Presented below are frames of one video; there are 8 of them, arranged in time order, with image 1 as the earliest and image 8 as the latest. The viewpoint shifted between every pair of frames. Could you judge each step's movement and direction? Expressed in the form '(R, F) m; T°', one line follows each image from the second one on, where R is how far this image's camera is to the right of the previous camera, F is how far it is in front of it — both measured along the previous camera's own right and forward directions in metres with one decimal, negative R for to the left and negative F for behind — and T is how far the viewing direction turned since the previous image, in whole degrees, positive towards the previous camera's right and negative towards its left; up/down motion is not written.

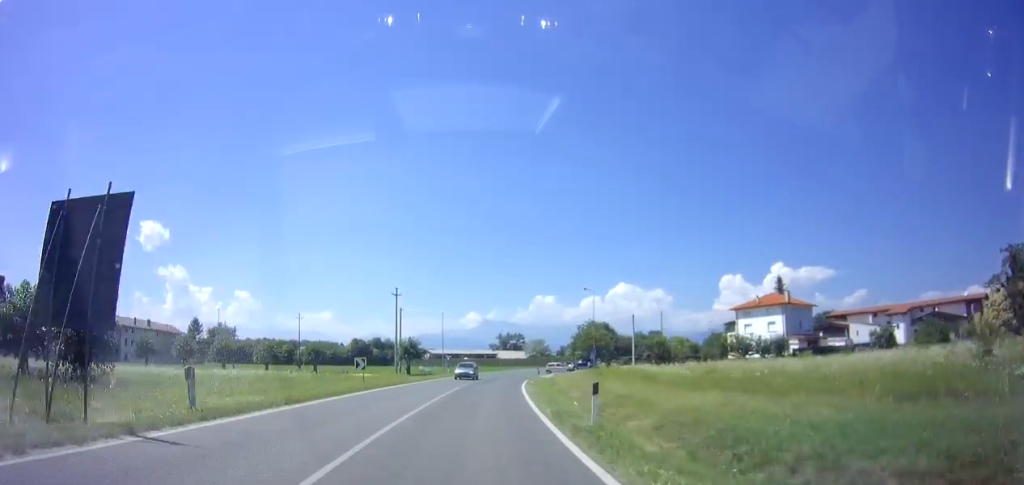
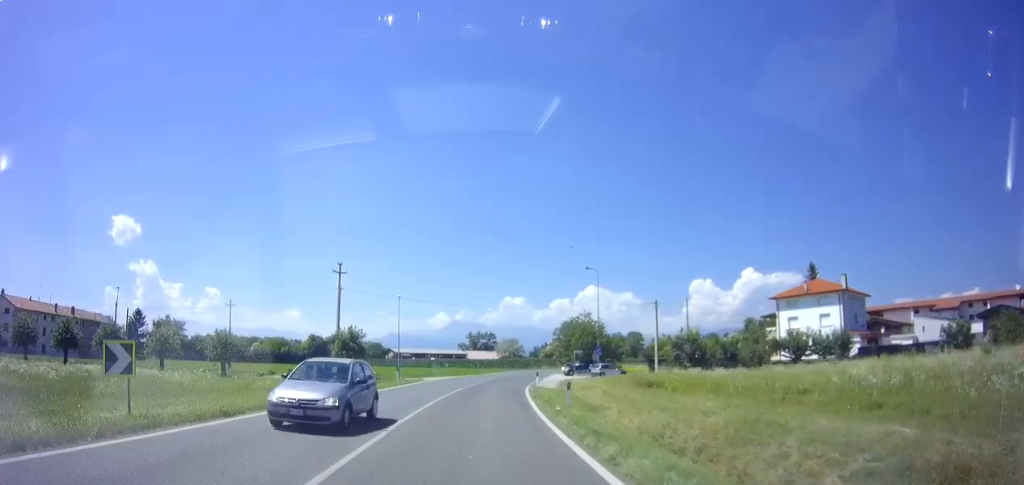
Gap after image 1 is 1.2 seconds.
(+0.7, +19.1) m; +3°
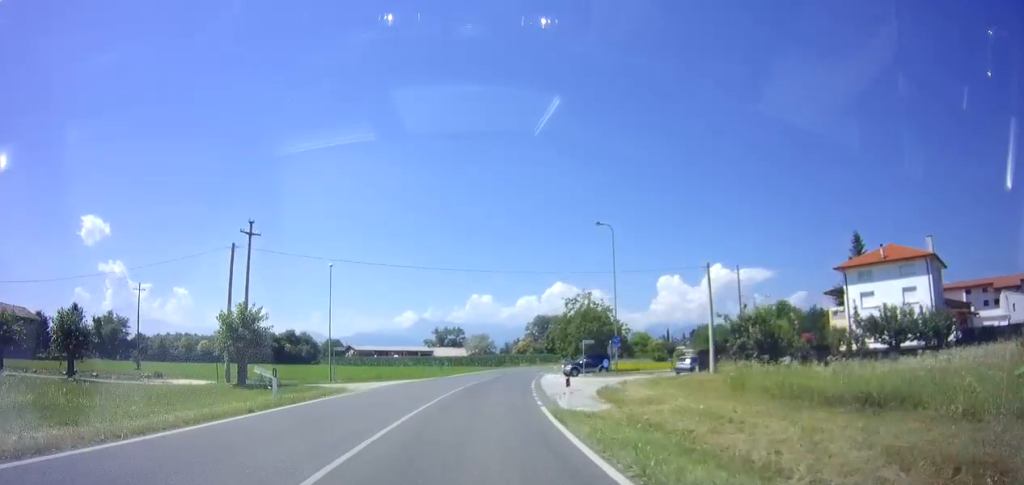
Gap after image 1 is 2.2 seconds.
(+0.3, +17.7) m; +3°
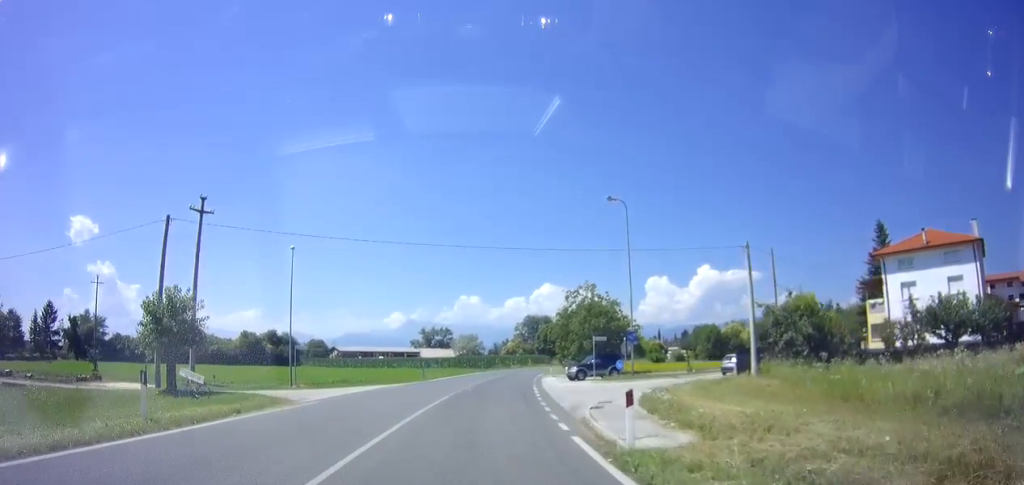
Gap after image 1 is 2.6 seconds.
(-0.1, +6.7) m; +1°
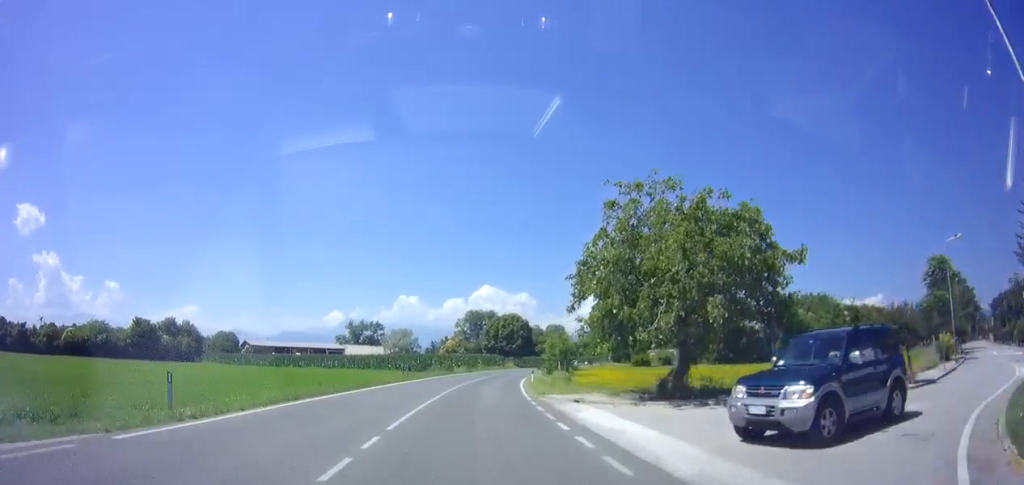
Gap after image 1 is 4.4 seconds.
(+1.9, +29.6) m; +6°
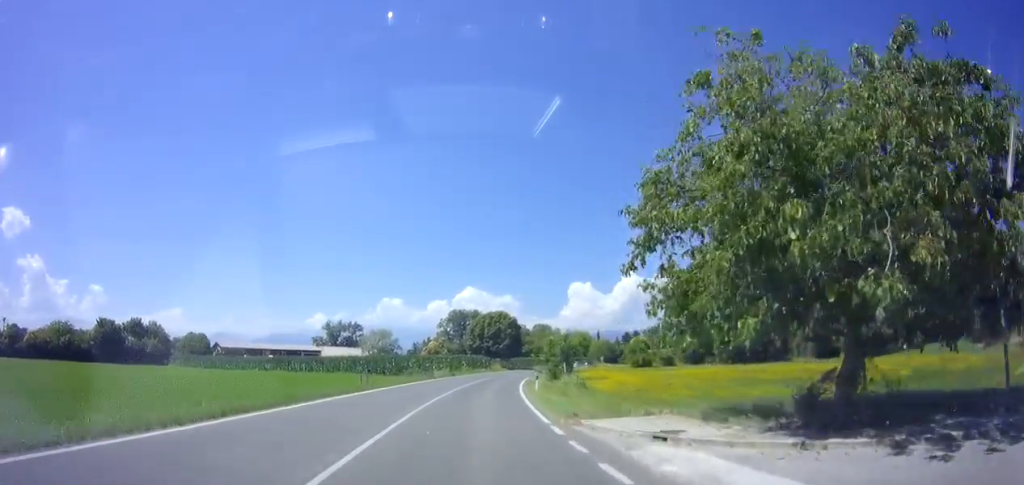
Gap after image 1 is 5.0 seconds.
(+0.2, +10.1) m; +2°
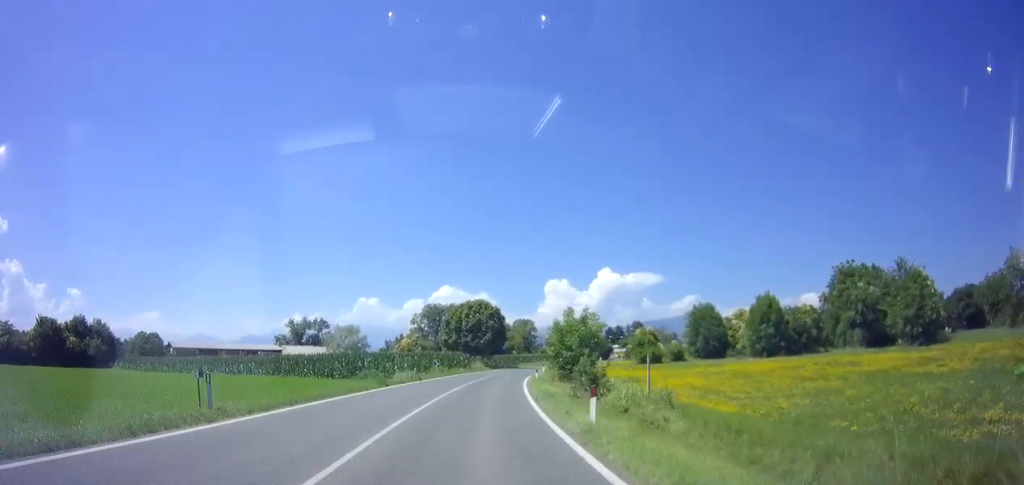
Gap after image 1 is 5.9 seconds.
(+0.4, +15.2) m; +3°
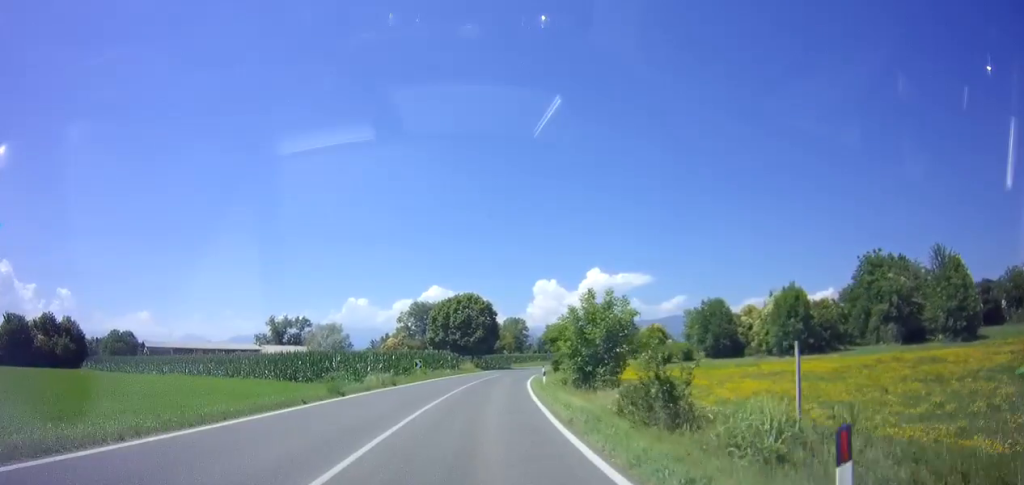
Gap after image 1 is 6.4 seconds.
(+0.1, +7.9) m; +2°
